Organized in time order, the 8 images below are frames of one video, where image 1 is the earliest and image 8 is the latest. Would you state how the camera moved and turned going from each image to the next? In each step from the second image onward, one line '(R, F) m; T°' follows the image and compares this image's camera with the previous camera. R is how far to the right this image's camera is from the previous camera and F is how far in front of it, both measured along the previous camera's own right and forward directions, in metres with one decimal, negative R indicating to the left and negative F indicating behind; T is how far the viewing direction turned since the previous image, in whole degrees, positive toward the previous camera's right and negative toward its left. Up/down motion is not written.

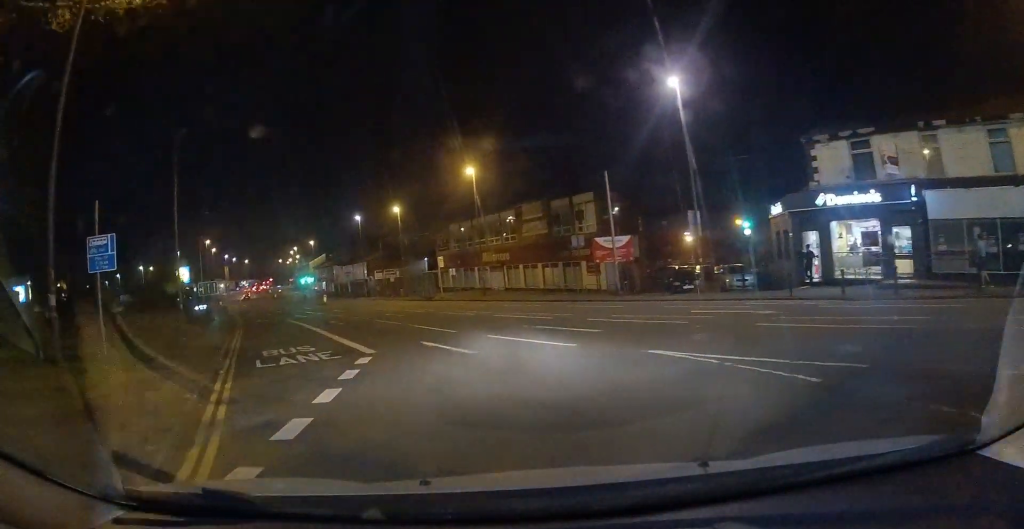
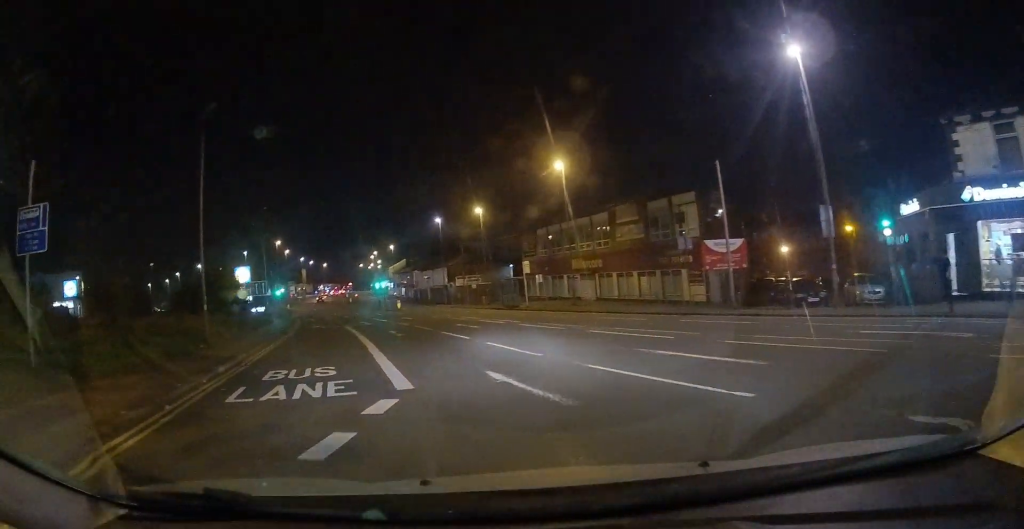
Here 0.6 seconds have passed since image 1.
(-0.5, +4.7) m; -12°
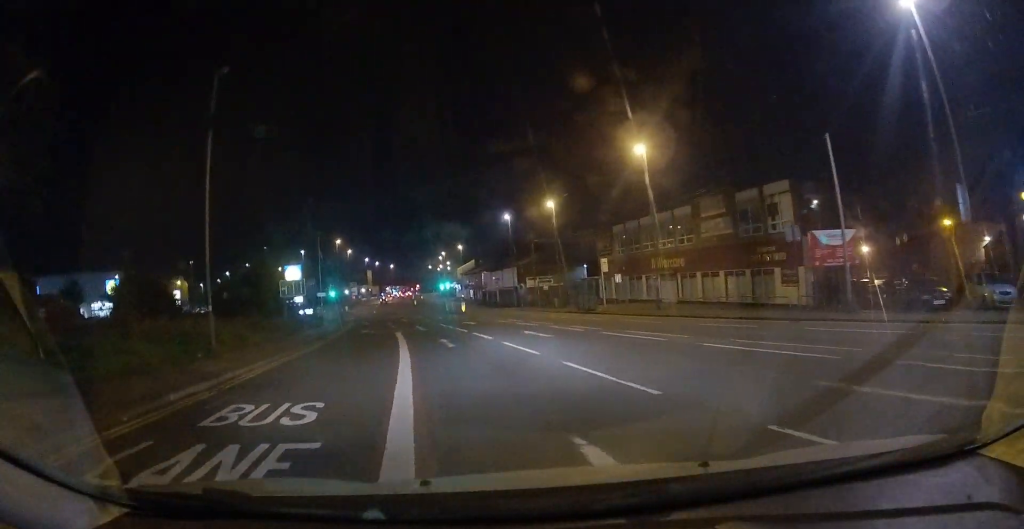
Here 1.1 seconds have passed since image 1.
(-0.5, +4.2) m; -10°
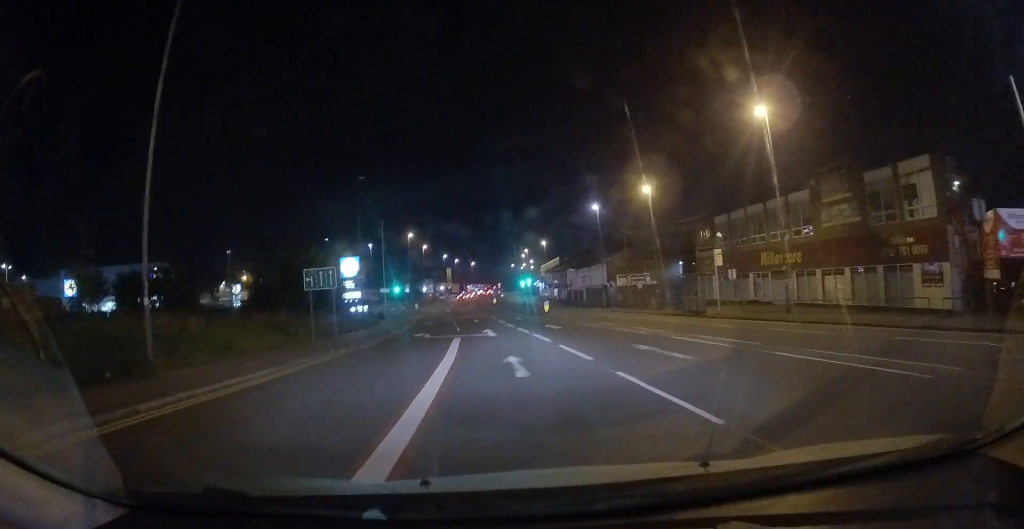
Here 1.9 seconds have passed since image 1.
(-0.8, +6.6) m; -12°
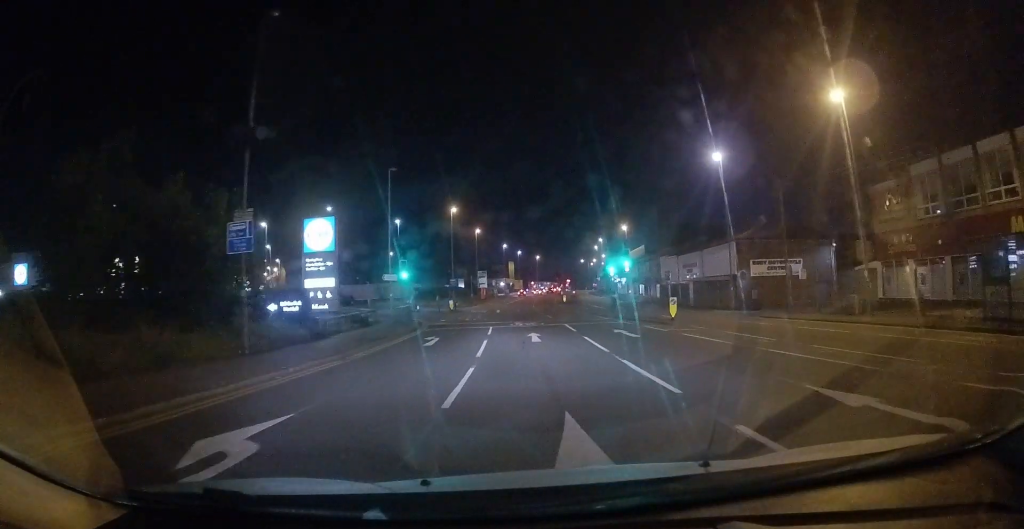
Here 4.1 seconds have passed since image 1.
(-2.2, +20.3) m; -9°
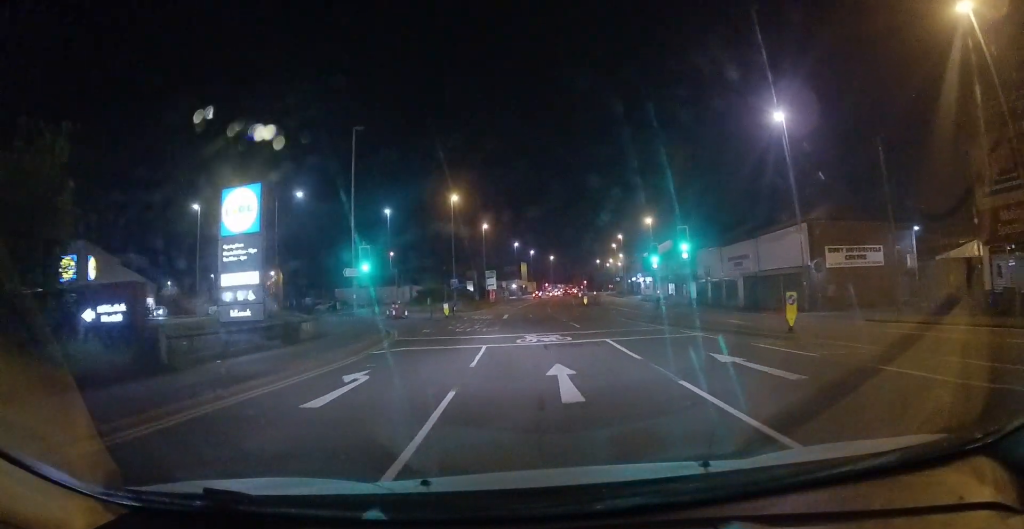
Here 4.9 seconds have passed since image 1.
(-0.3, +9.6) m; -3°
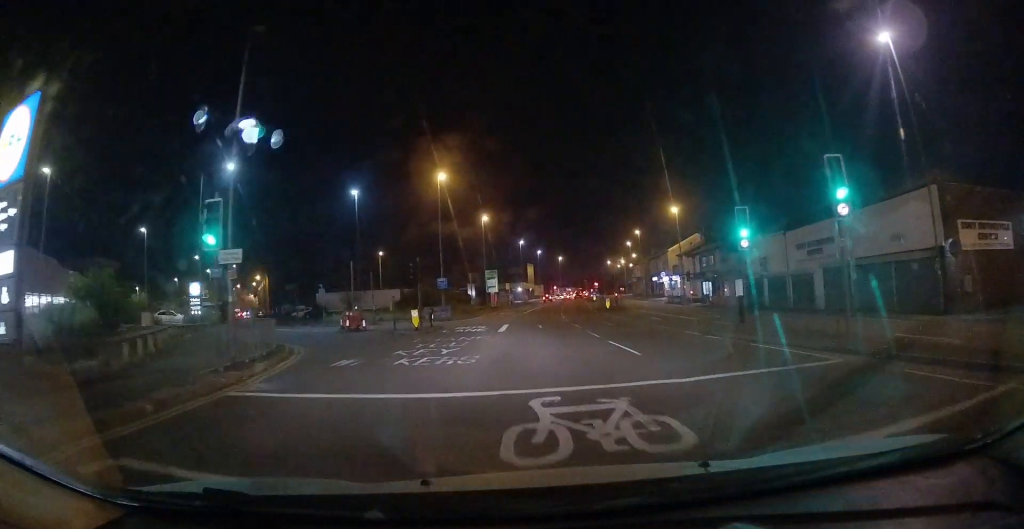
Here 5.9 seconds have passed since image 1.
(-0.2, +11.7) m; 0°
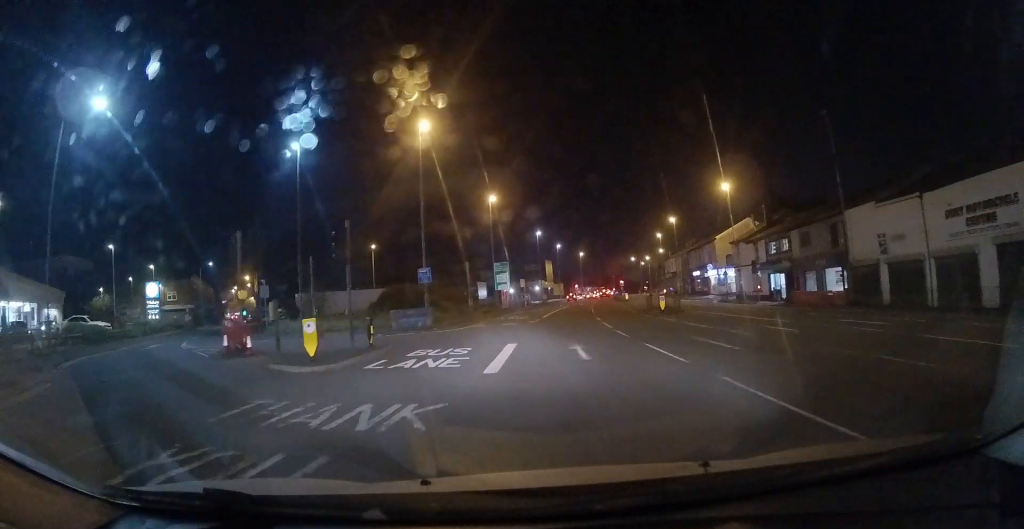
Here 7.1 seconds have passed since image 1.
(+0.2, +14.3) m; -1°
